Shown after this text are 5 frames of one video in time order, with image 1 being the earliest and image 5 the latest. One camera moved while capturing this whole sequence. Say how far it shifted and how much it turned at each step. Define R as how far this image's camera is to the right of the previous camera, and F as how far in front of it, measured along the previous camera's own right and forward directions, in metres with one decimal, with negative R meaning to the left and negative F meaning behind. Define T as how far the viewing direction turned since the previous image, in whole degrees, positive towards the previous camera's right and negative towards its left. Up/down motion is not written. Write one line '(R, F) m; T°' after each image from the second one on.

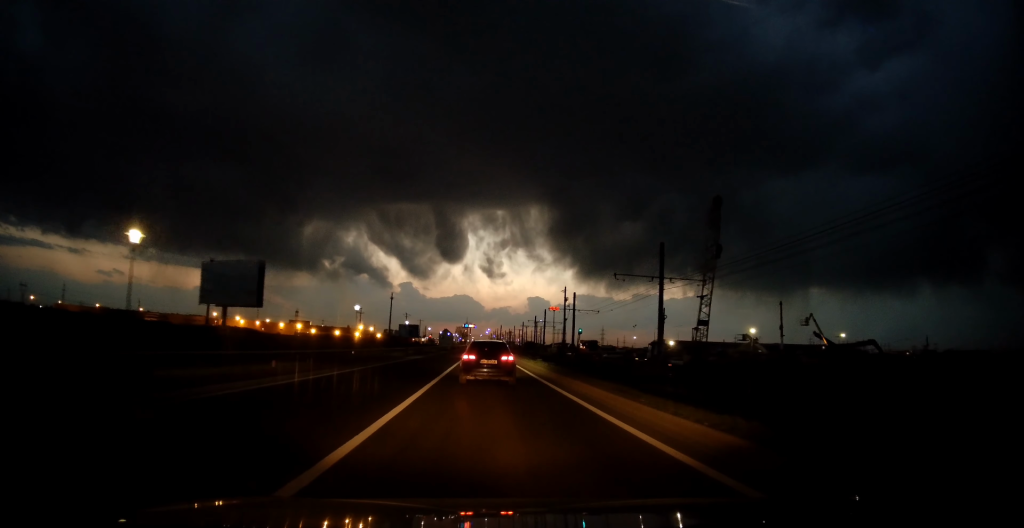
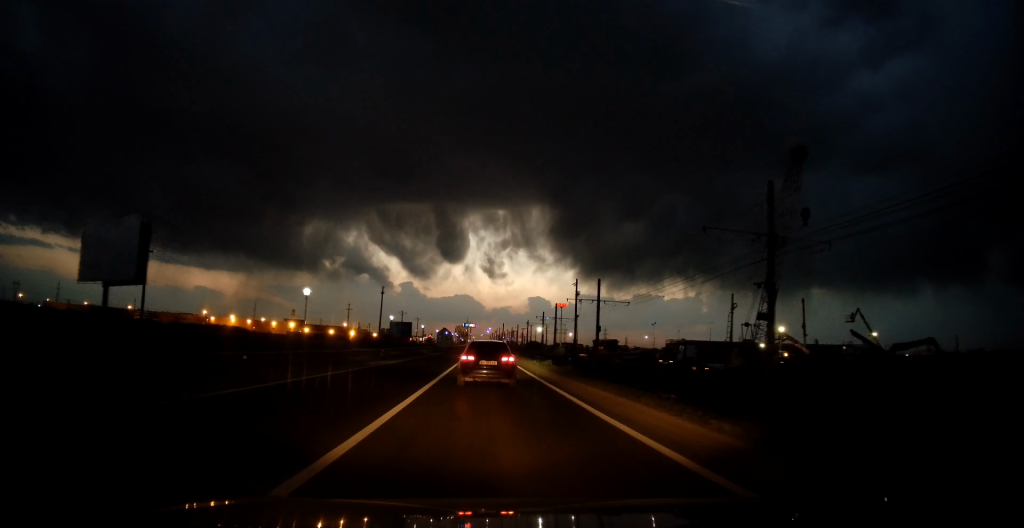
(-0.4, +13.8) m; -2°
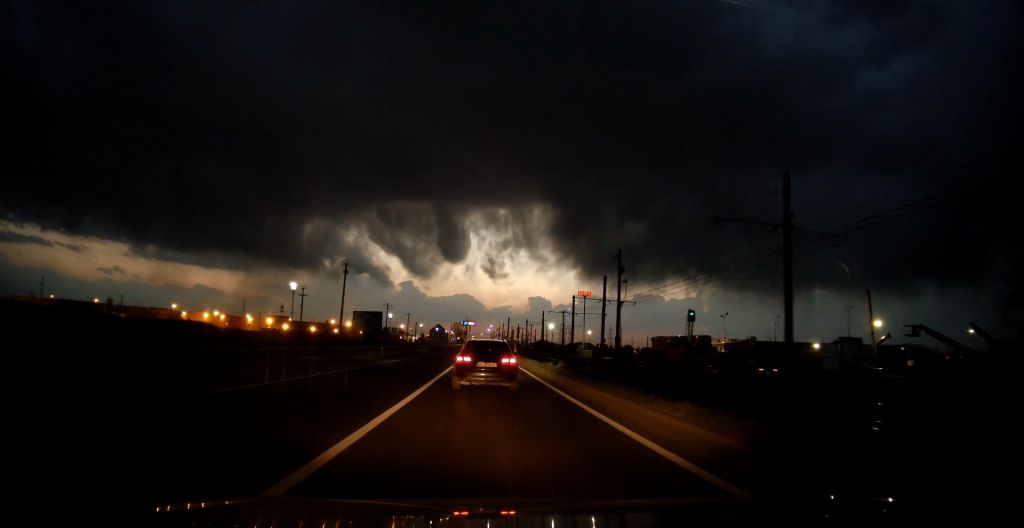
(+0.1, +34.6) m; +1°
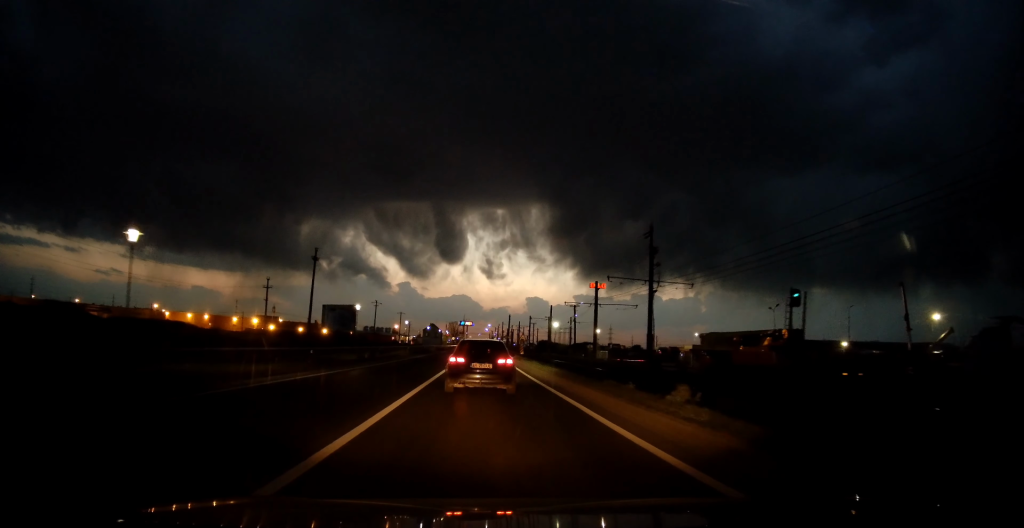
(0.0, +15.7) m; 0°
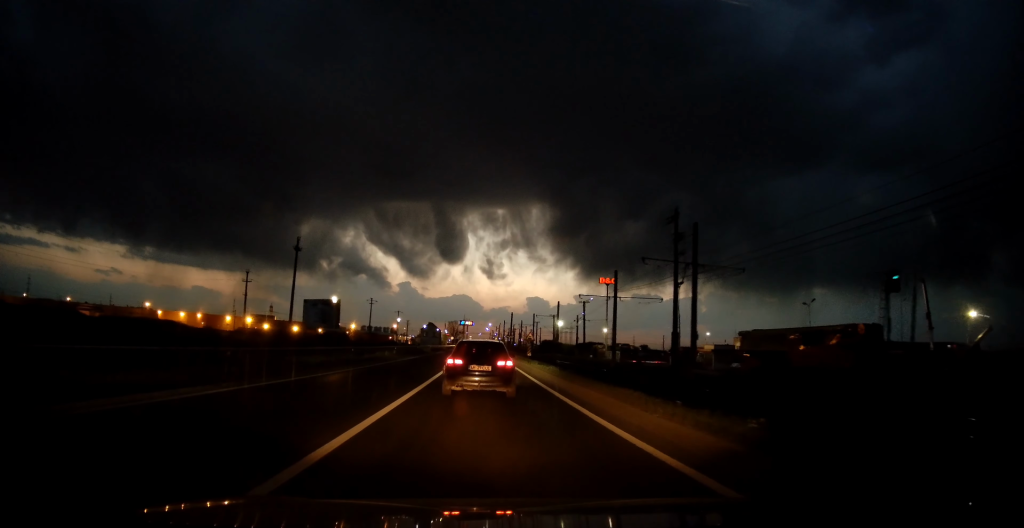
(-0.1, +8.0) m; 0°
